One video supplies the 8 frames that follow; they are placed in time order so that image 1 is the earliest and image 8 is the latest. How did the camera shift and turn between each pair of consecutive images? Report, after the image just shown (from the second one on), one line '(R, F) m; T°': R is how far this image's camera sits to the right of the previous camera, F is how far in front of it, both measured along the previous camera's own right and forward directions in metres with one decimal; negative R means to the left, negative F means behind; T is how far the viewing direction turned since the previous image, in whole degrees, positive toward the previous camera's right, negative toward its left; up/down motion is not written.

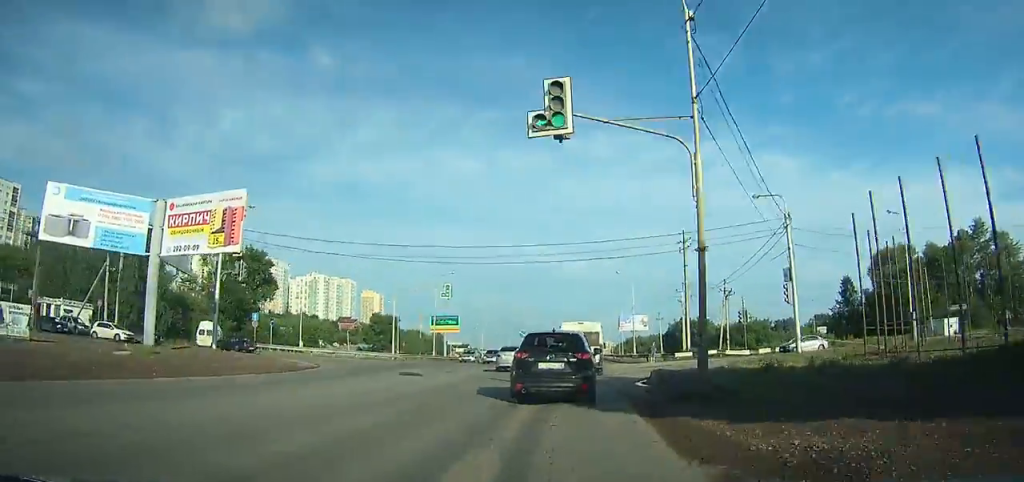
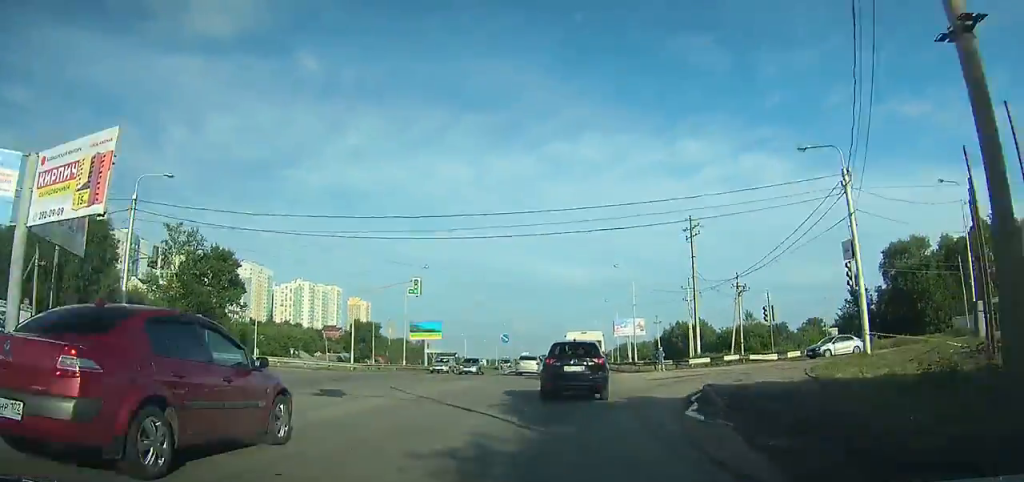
(+0.2, +9.9) m; +1°
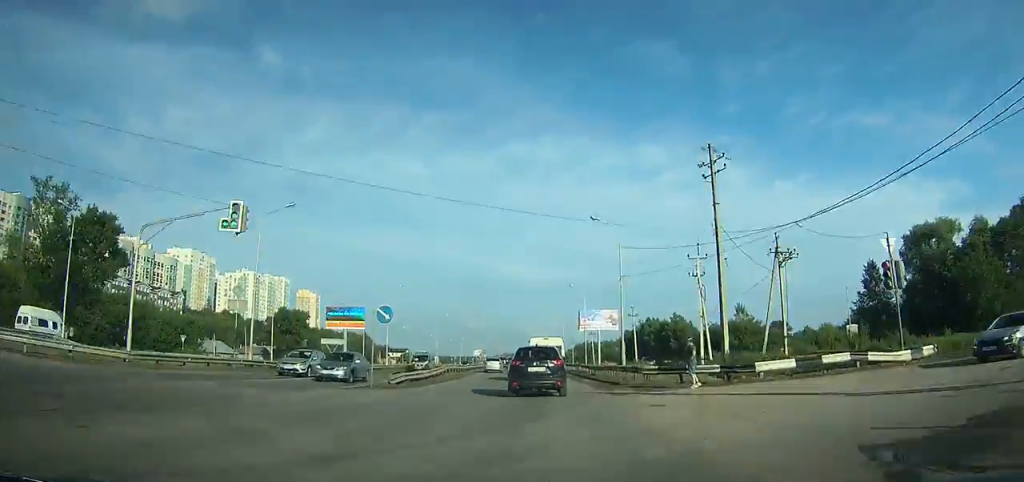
(+0.7, +22.8) m; +2°
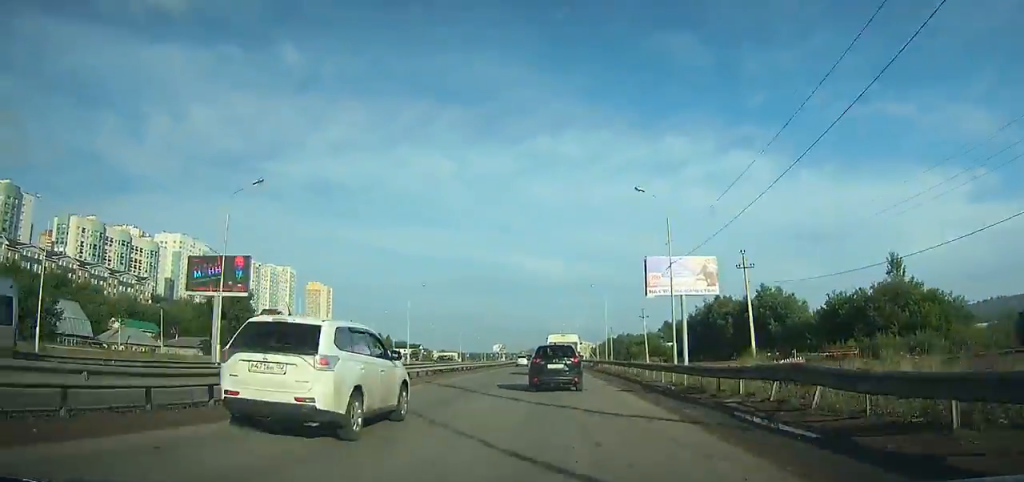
(-0.5, +45.3) m; -2°
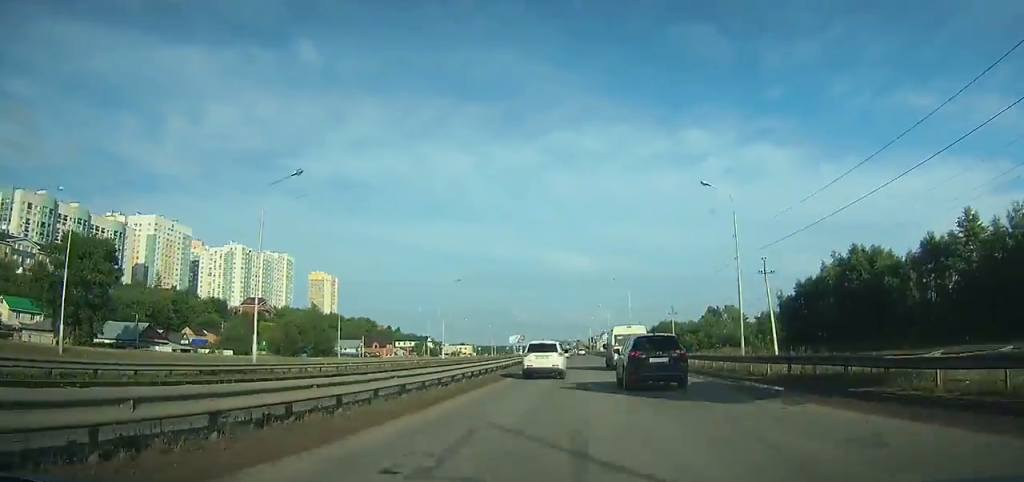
(-1.1, +47.8) m; -1°
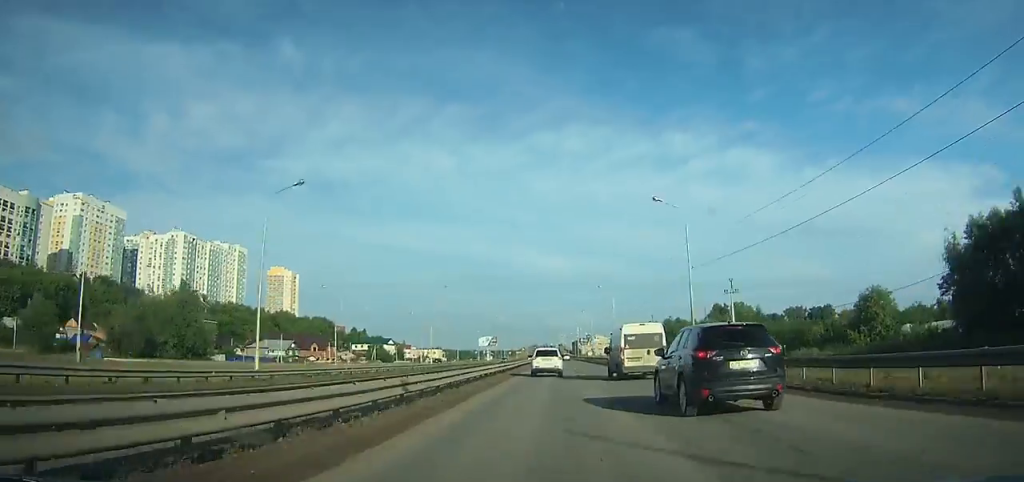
(-0.1, +41.9) m; 0°
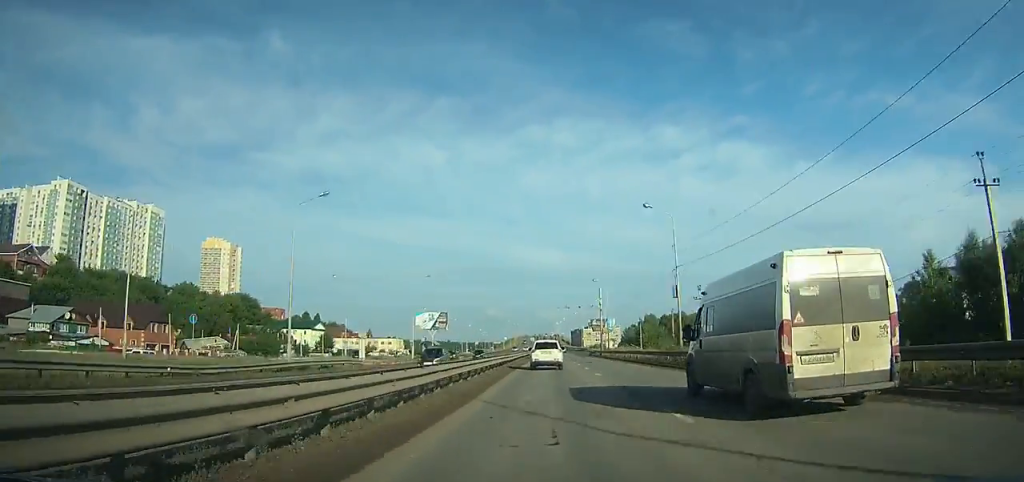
(+1.0, +85.2) m; +1°
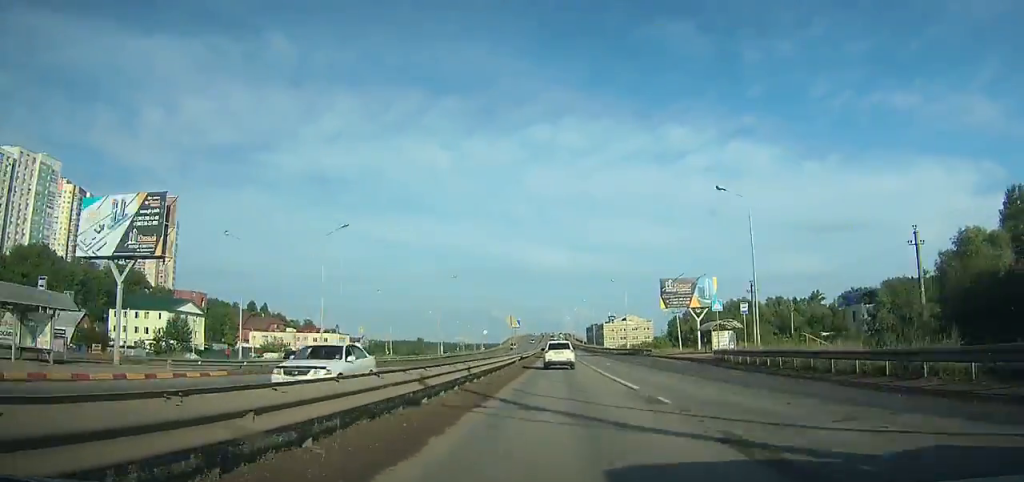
(-0.4, +86.5) m; -1°
